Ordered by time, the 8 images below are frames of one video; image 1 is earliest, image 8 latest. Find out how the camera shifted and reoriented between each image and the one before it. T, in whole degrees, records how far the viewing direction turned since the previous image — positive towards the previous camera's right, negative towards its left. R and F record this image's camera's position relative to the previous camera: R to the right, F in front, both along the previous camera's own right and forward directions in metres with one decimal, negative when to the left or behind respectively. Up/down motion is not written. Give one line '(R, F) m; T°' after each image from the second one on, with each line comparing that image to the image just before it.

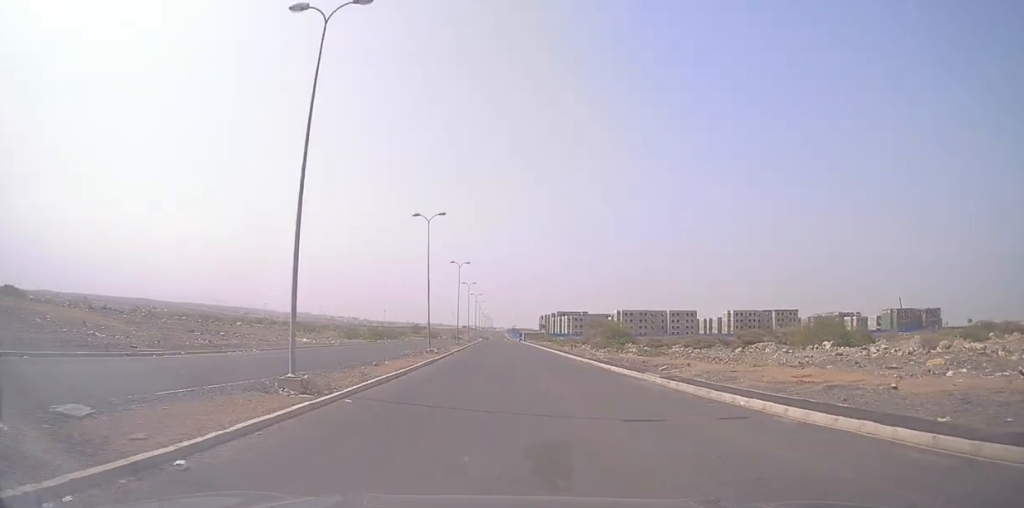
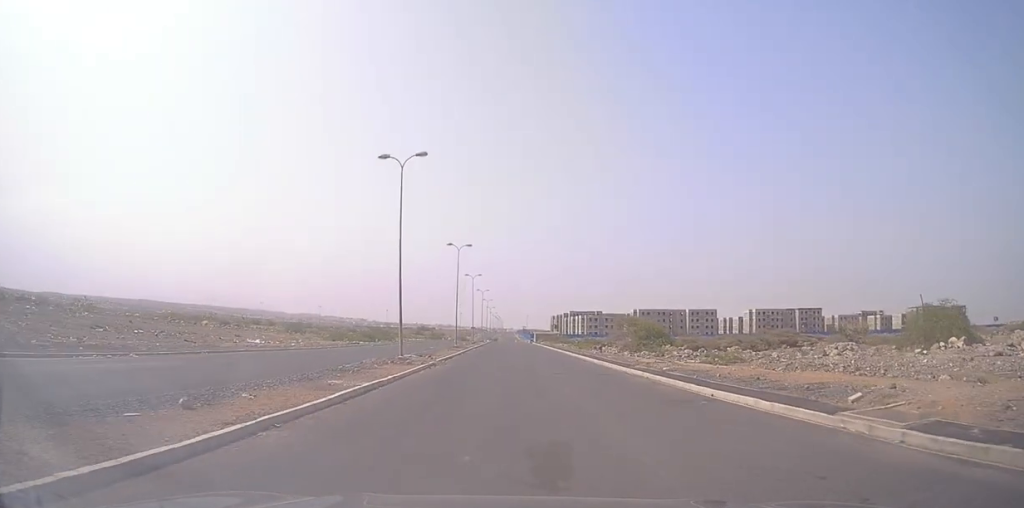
(+0.2, +15.3) m; -1°
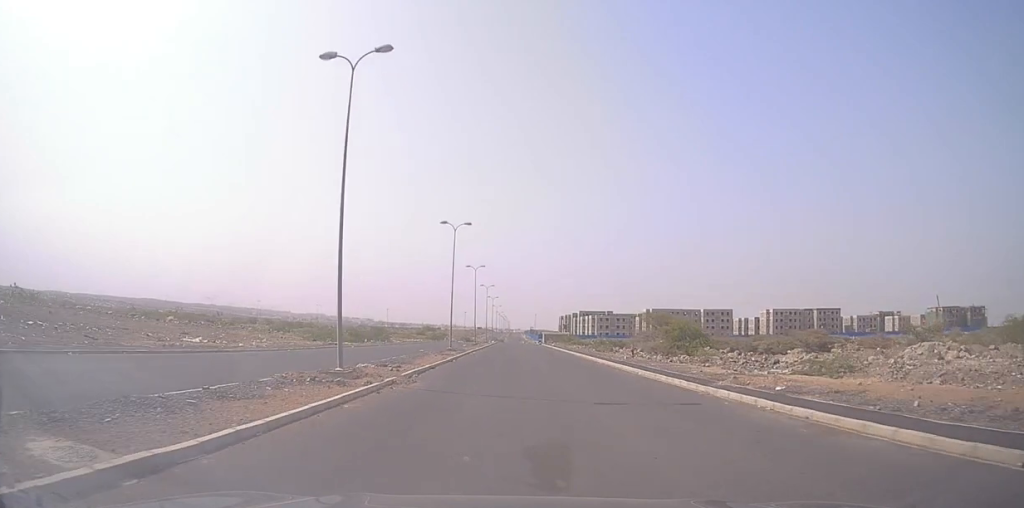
(-0.6, +11.8) m; -3°
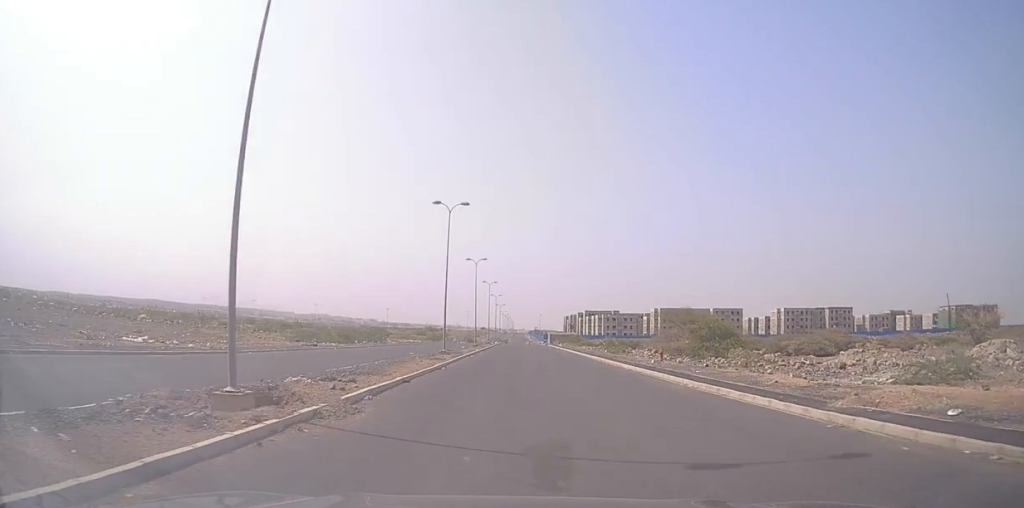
(0.0, +7.4) m; 0°
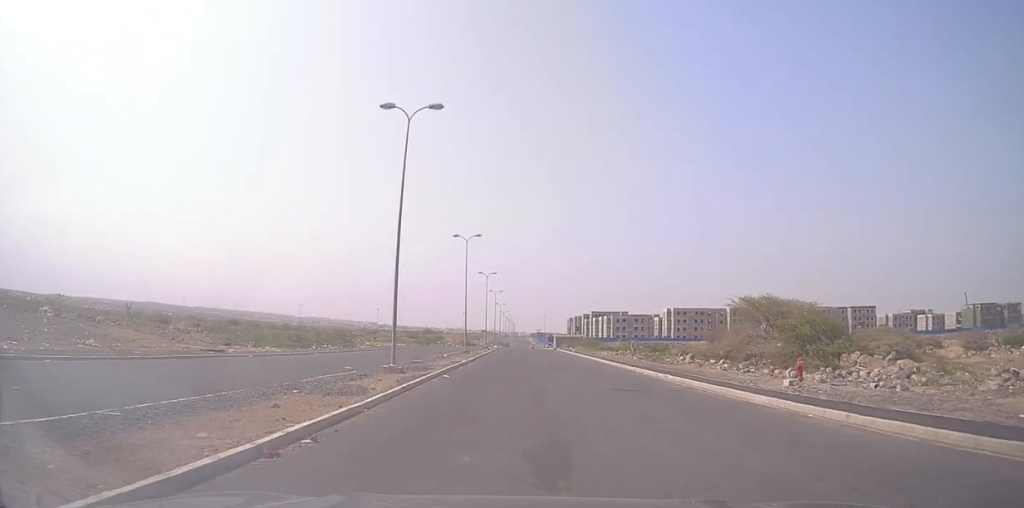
(0.0, +18.3) m; 0°
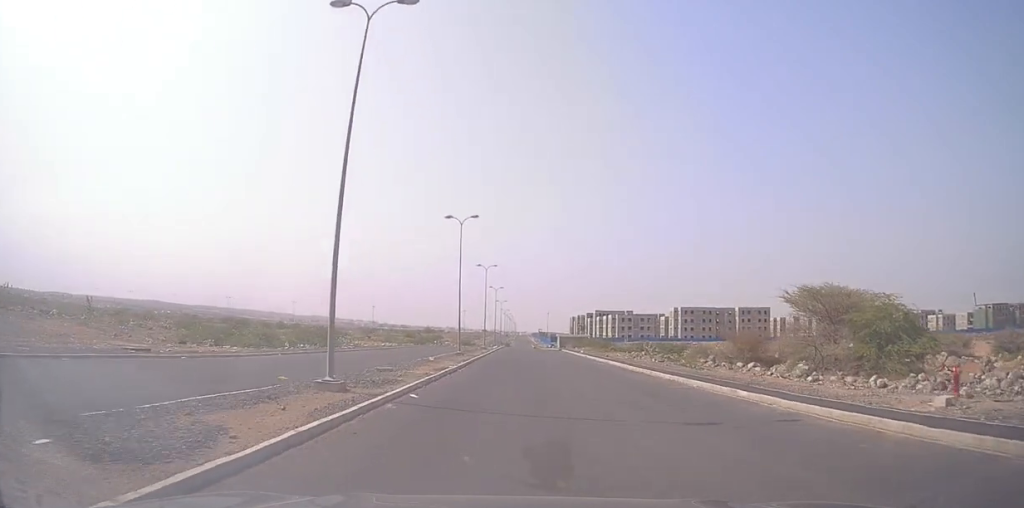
(0.0, +8.0) m; 0°
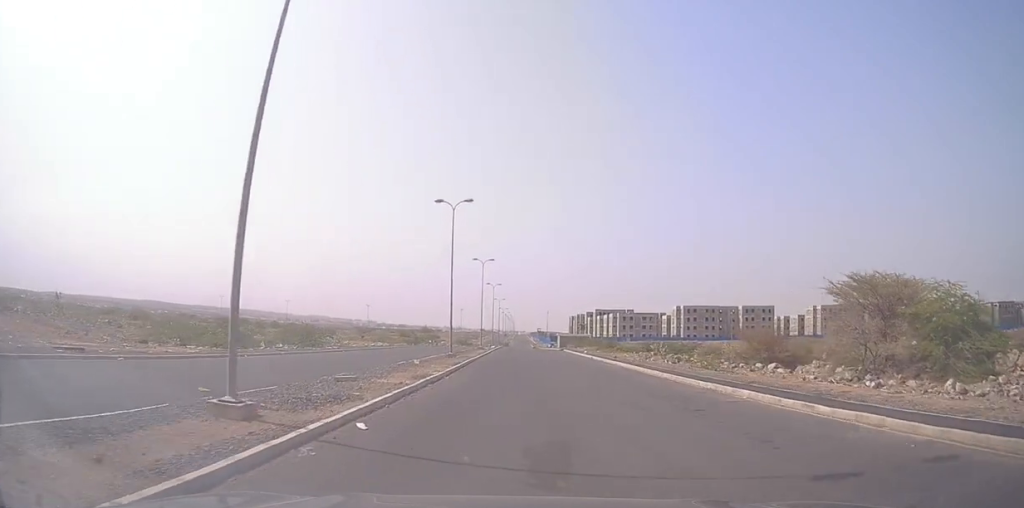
(0.0, +5.1) m; +1°
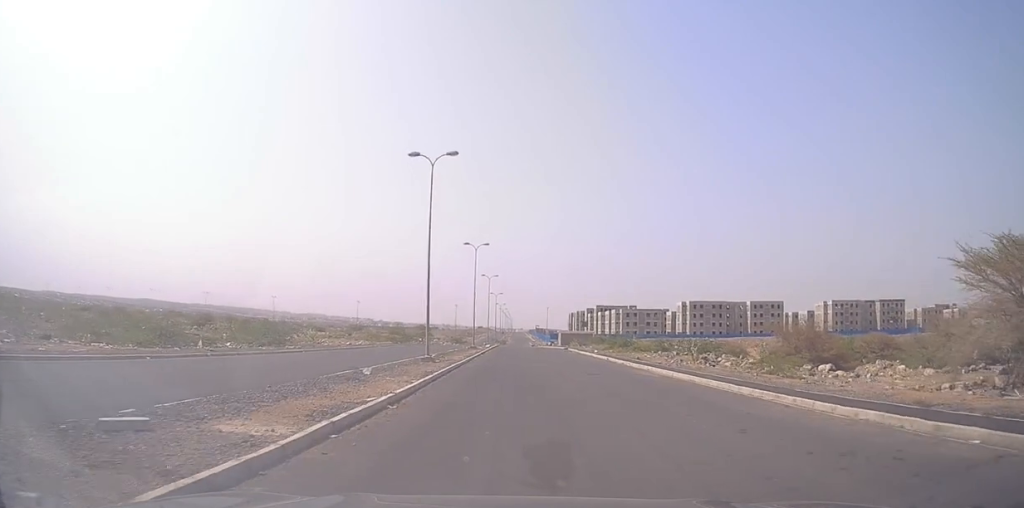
(+0.2, +9.9) m; +1°
